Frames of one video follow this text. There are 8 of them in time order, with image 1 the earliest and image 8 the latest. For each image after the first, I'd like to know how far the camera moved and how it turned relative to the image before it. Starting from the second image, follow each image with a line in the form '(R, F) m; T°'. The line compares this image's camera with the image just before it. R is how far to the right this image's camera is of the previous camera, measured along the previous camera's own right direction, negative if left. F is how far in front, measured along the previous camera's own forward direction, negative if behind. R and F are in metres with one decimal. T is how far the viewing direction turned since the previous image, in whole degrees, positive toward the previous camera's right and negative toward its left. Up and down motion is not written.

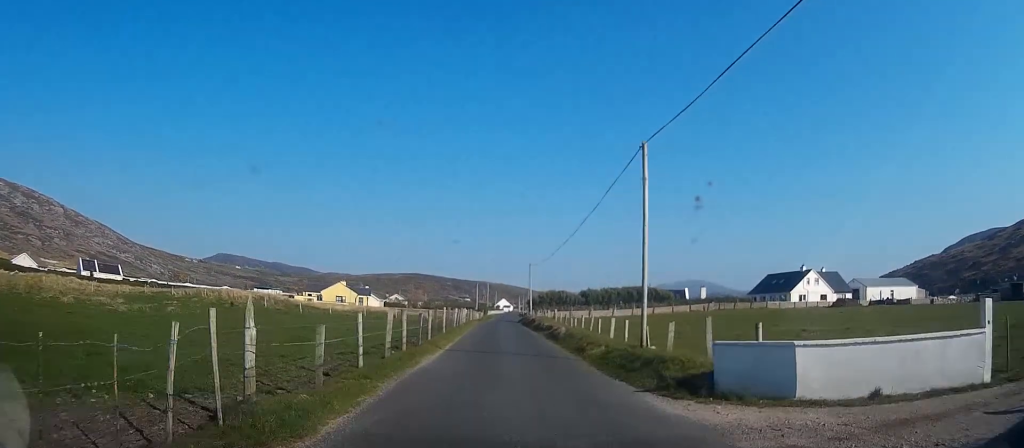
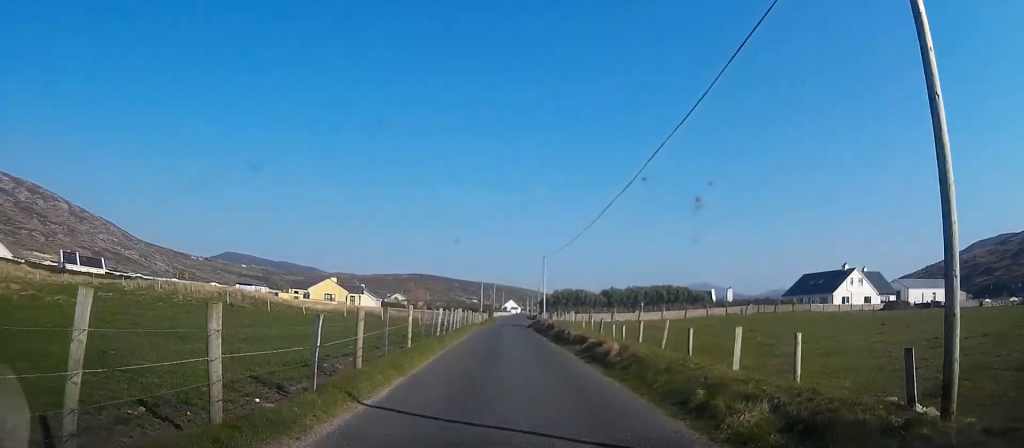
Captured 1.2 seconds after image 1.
(0.0, +11.7) m; 0°
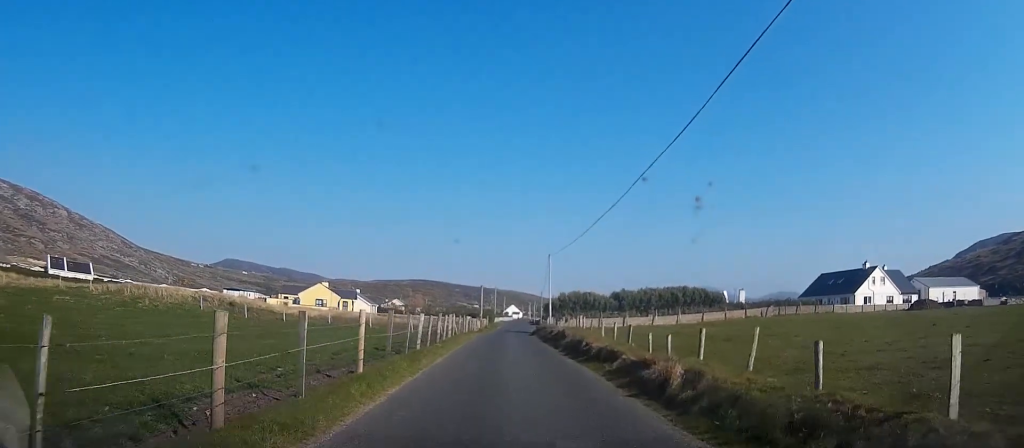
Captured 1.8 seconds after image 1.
(0.0, +5.7) m; 0°
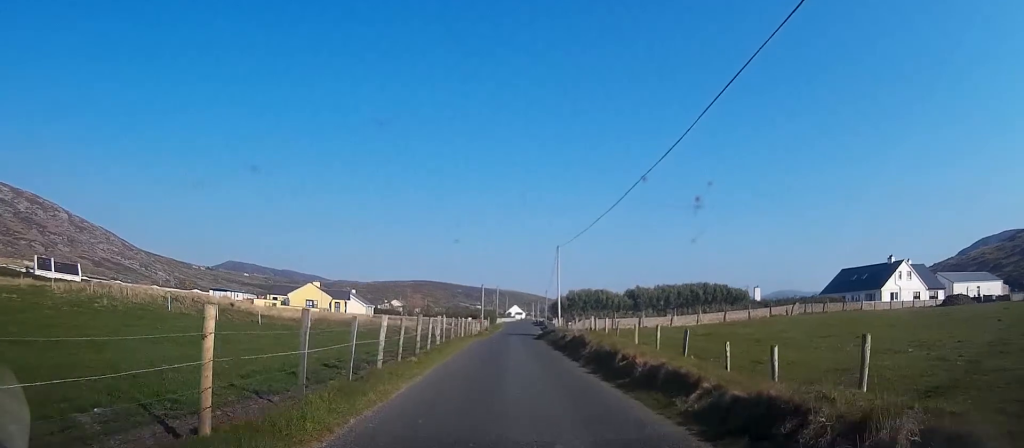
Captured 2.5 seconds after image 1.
(0.0, +6.1) m; 0°
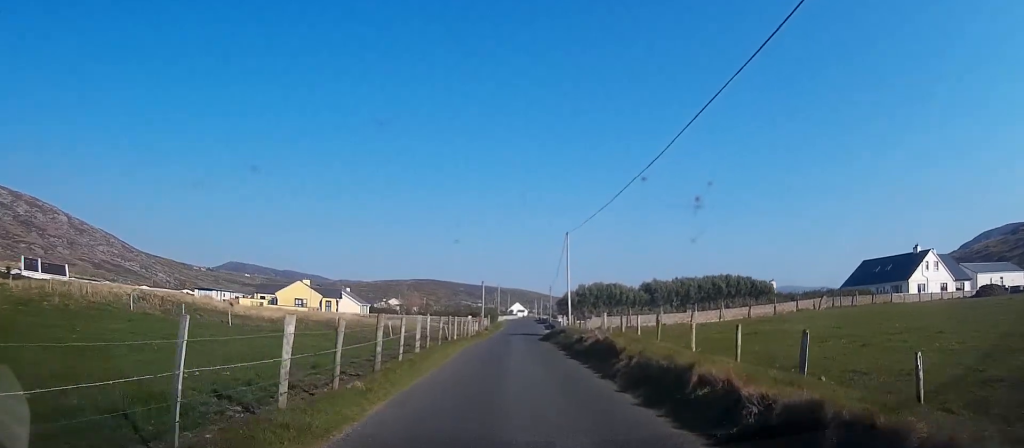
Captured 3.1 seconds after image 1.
(0.0, +5.8) m; 0°
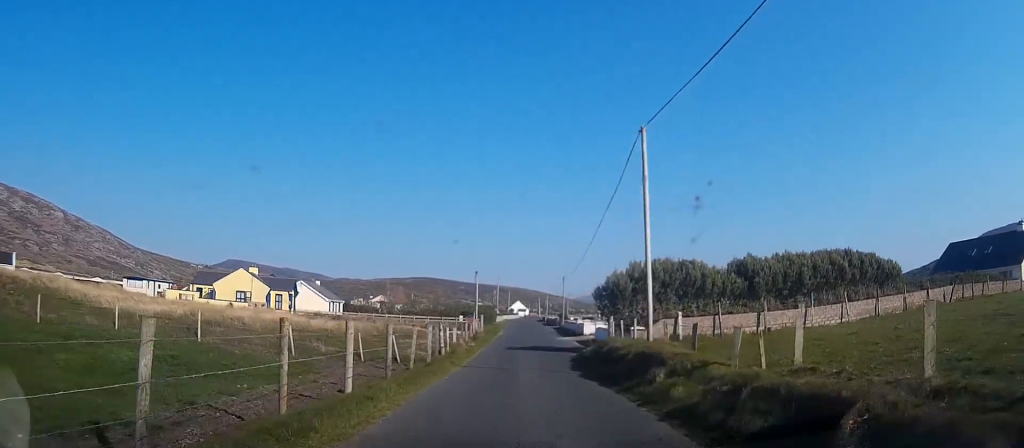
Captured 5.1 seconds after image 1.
(-0.3, +20.0) m; -1°
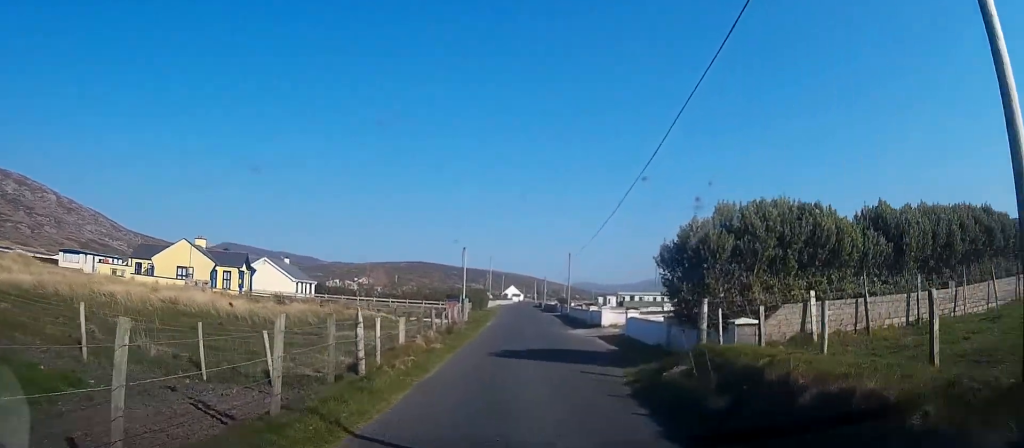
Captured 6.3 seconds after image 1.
(+0.2, +12.3) m; +2°
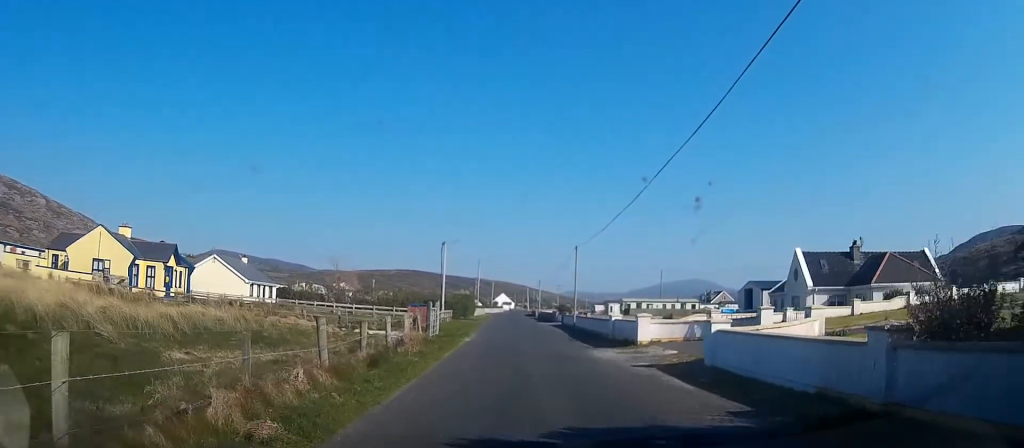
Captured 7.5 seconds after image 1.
(+0.2, +12.3) m; -1°
